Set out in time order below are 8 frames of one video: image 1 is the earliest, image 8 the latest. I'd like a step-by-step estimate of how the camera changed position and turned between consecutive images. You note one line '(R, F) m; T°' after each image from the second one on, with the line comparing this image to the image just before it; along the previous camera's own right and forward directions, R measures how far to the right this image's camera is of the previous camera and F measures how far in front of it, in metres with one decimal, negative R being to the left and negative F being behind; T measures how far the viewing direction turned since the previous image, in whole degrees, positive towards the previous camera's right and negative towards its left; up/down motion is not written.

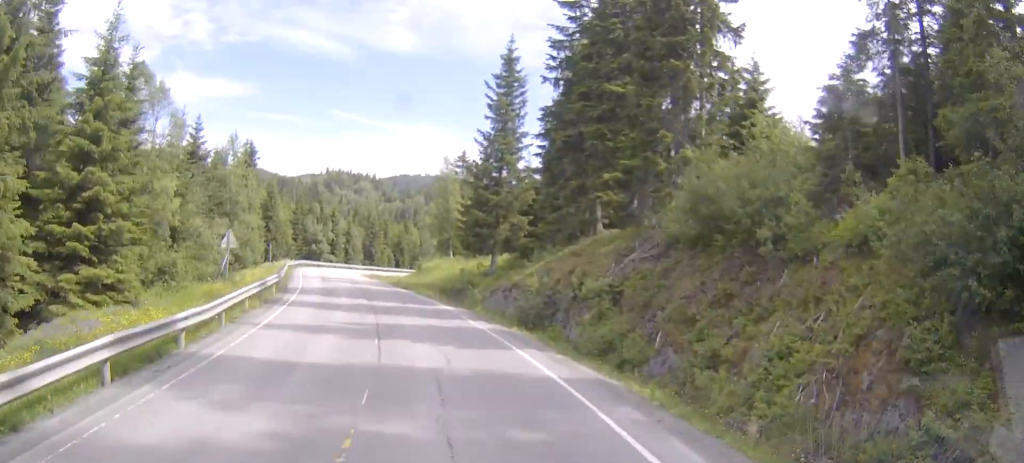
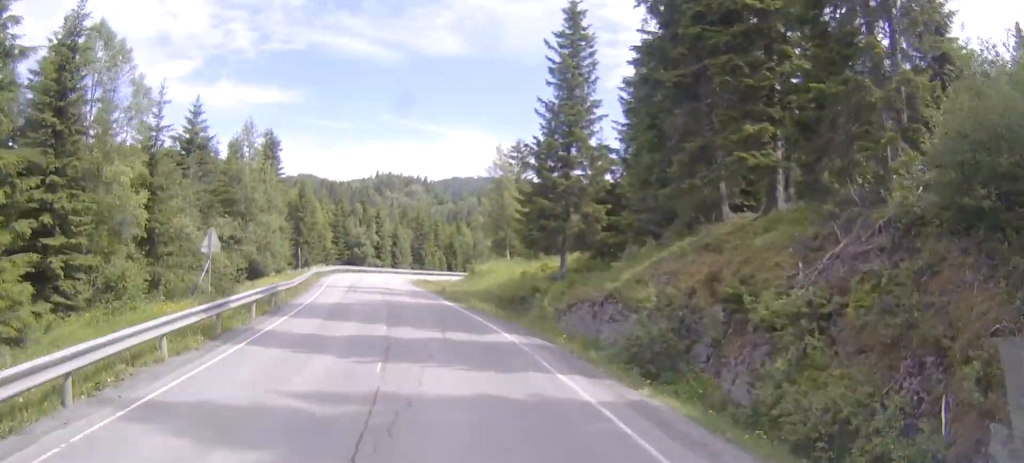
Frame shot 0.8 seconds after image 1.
(-0.4, +9.5) m; -4°
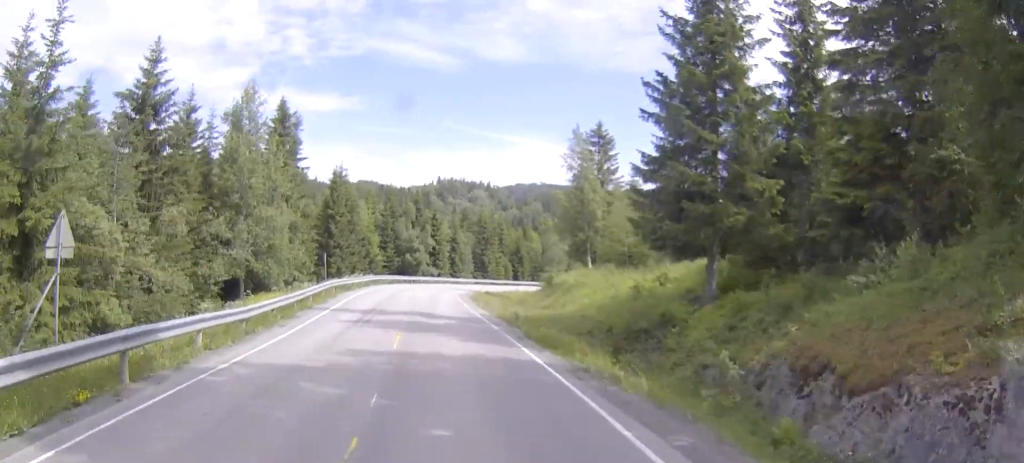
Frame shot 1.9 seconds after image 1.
(-0.8, +14.7) m; -5°
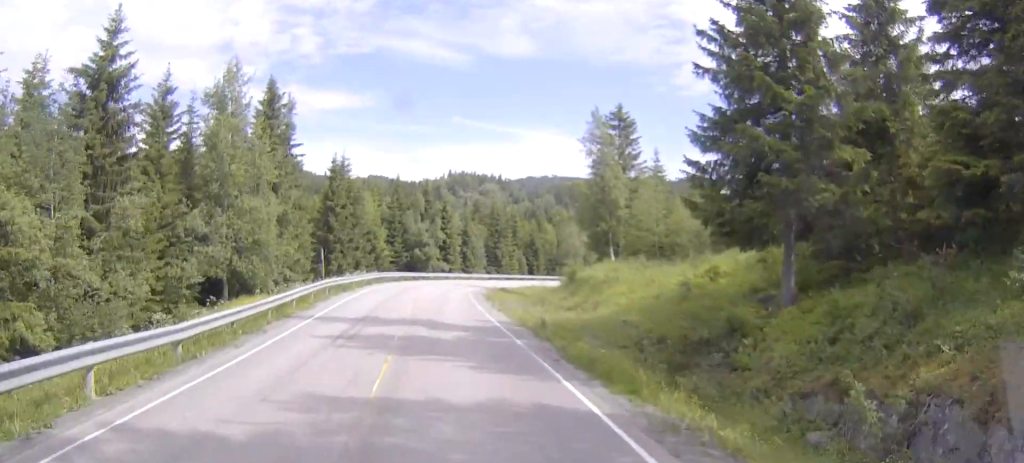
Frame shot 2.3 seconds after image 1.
(-0.1, +5.2) m; -1°
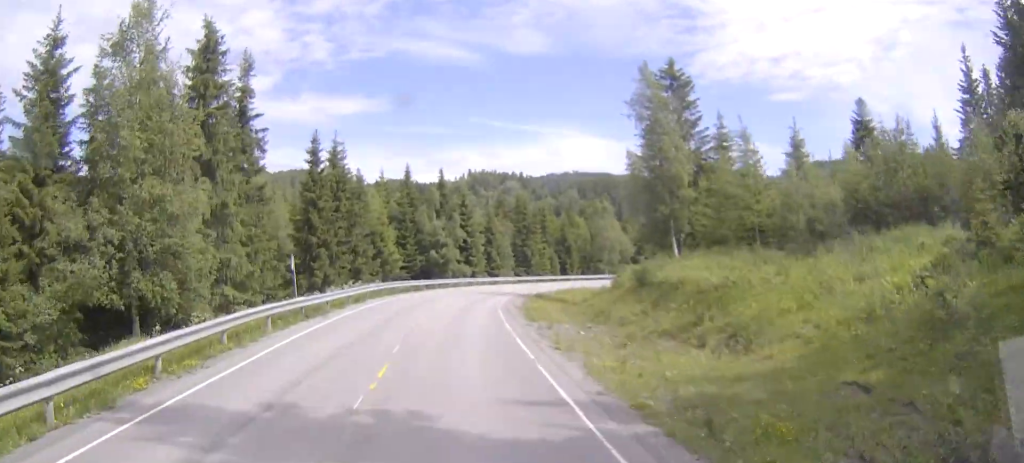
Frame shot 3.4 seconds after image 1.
(-0.2, +13.1) m; -1°
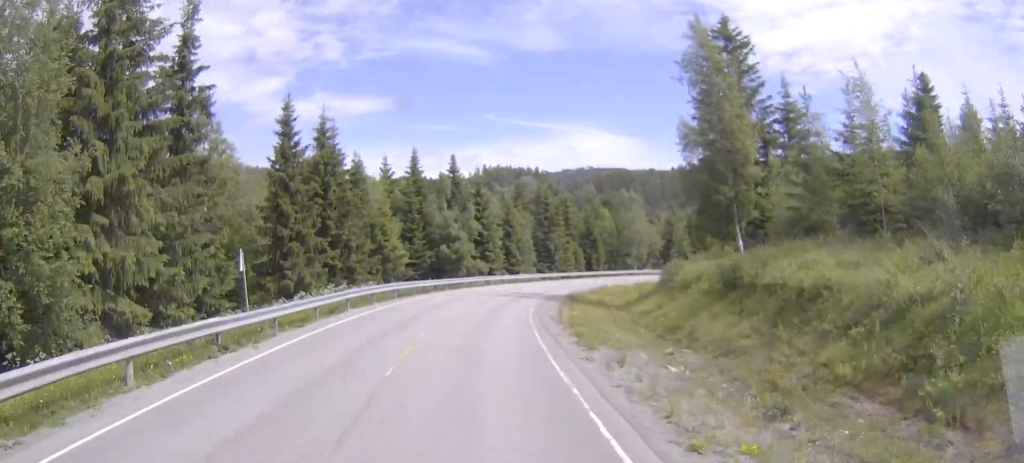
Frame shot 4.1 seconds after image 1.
(-0.1, +9.4) m; 0°
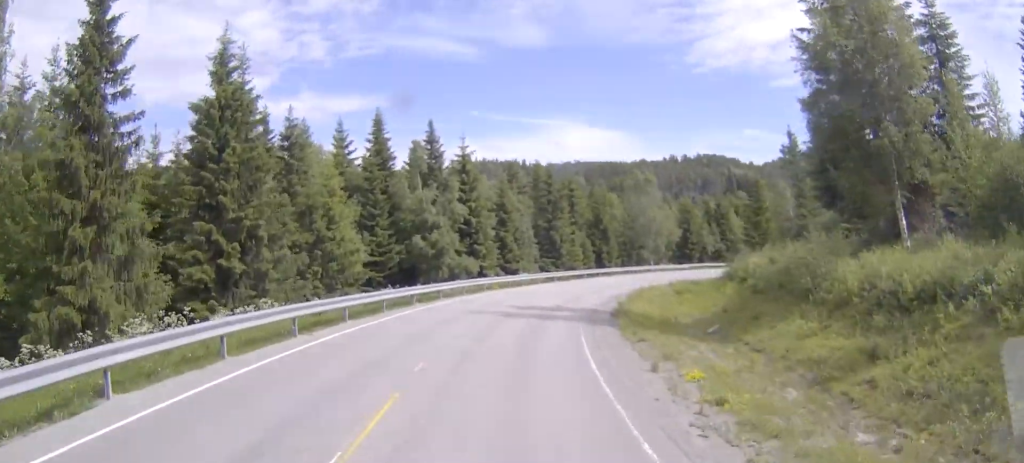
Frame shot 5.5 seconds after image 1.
(+0.1, +17.8) m; +3°
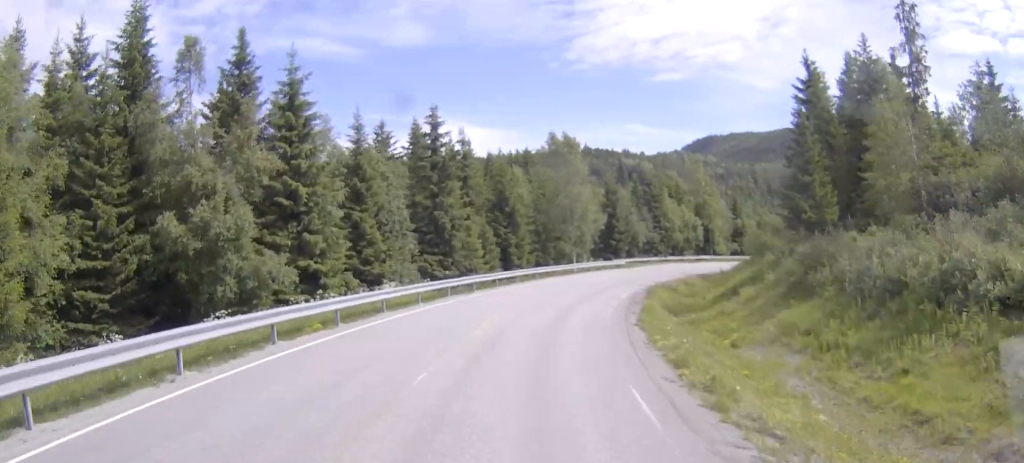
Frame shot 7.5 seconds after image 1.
(+2.1, +25.0) m; +11°
